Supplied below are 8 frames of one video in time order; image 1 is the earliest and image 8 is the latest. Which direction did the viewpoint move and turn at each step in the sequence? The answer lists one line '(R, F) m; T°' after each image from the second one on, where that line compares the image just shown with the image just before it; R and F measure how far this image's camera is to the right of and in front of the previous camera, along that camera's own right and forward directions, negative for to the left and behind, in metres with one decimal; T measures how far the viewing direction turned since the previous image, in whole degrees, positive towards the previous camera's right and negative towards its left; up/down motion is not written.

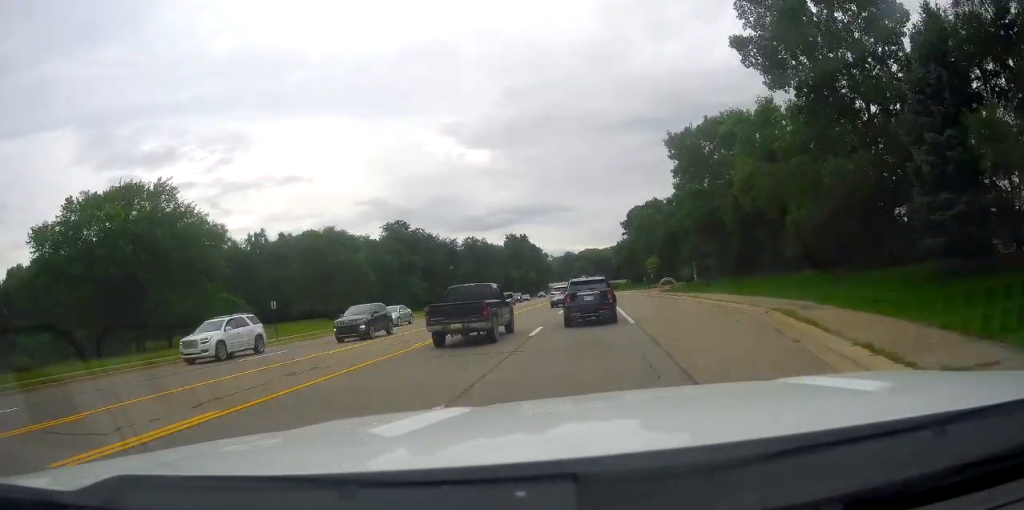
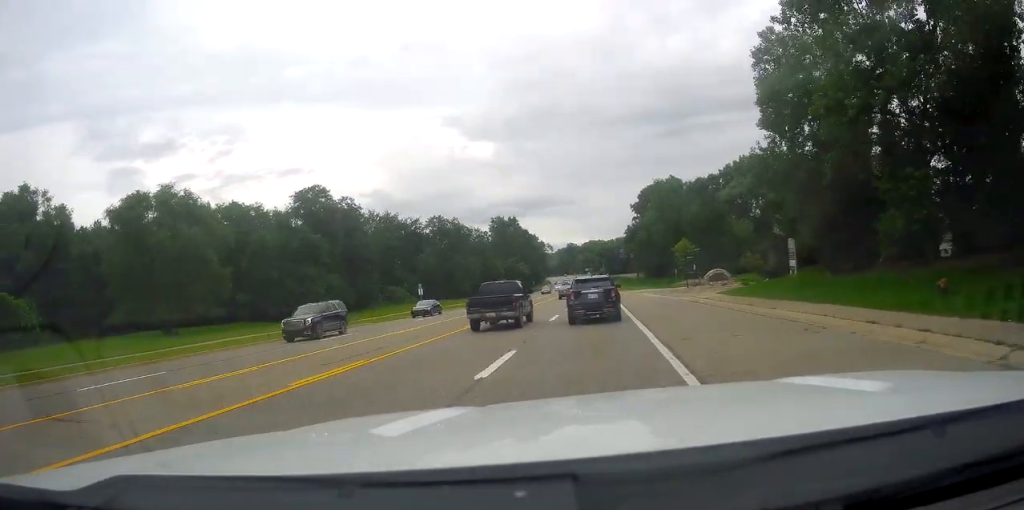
(+0.1, +39.0) m; 0°
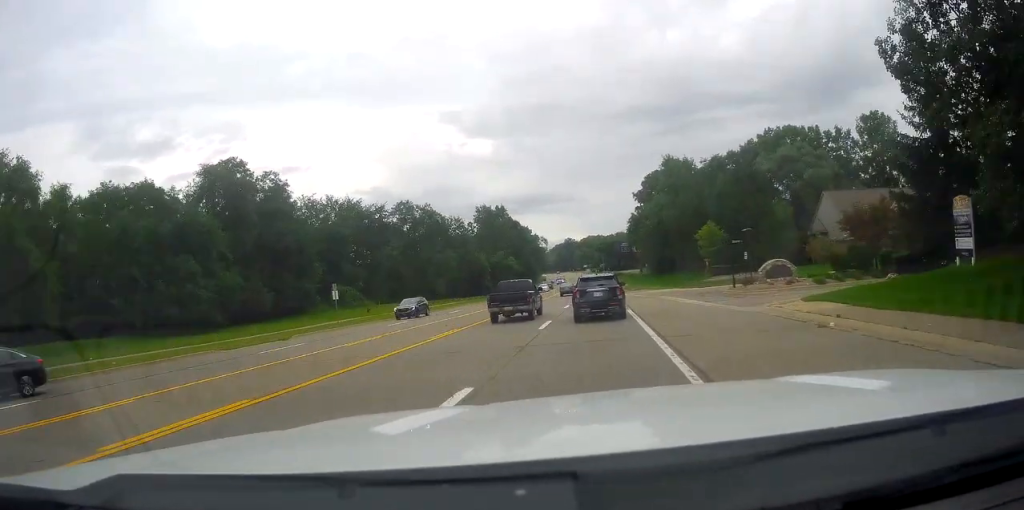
(+0.1, +21.1) m; 0°
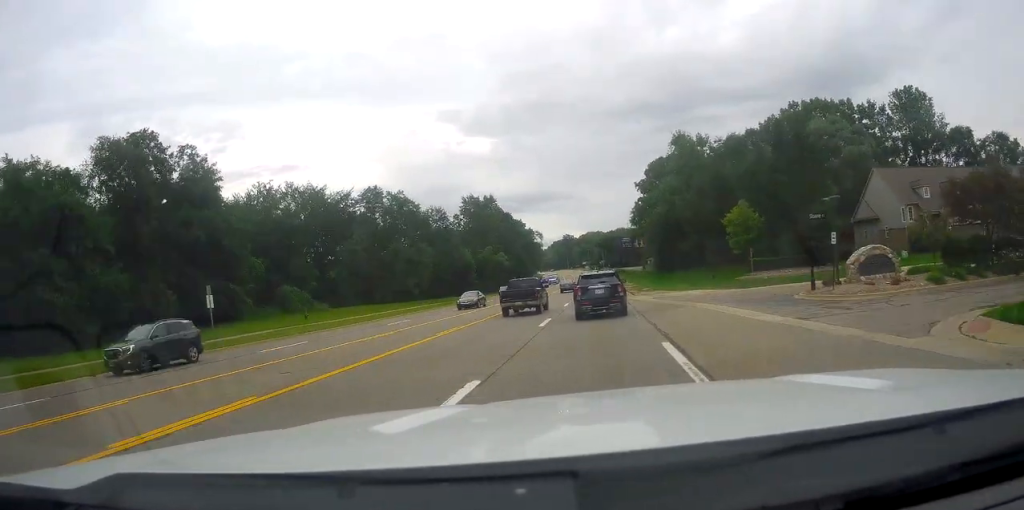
(+0.1, +15.1) m; 0°
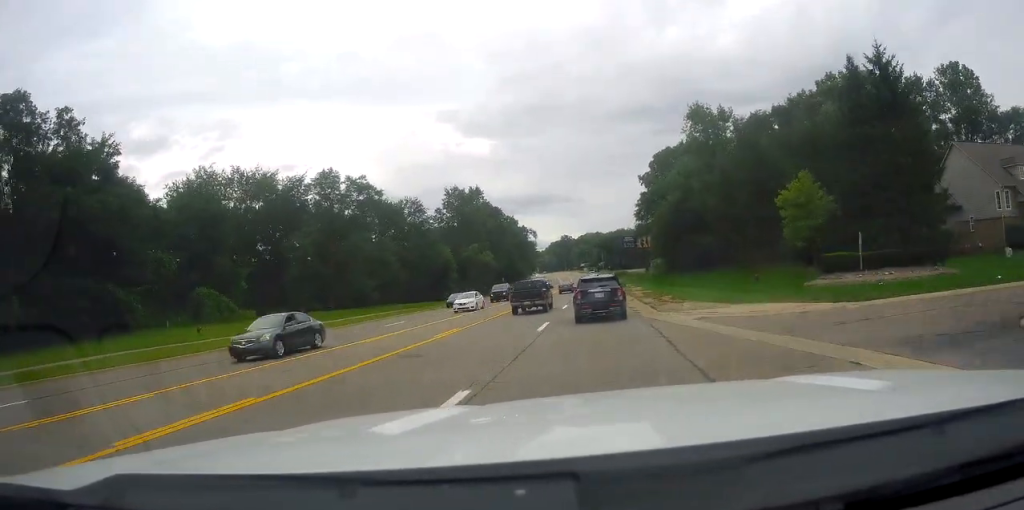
(-0.3, +15.7) m; -1°
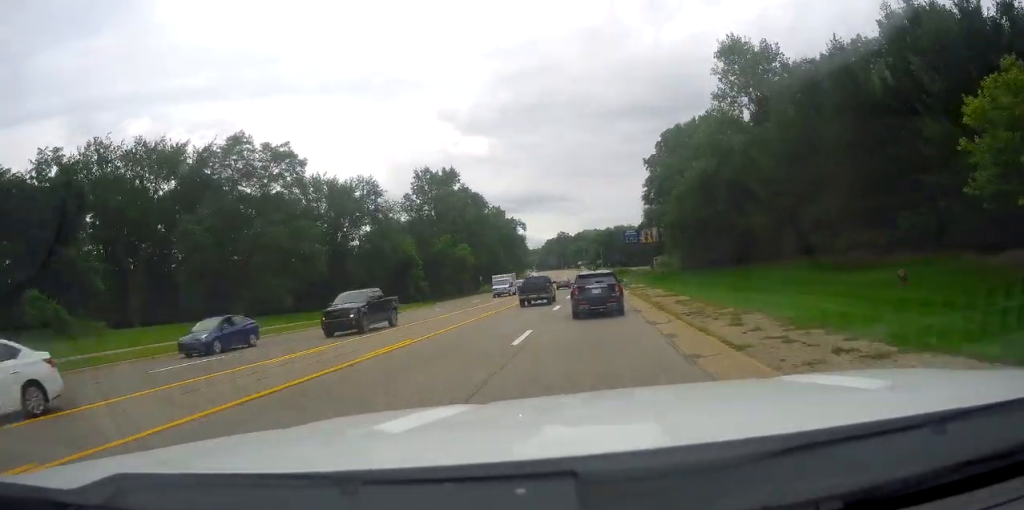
(-0.1, +20.2) m; +1°
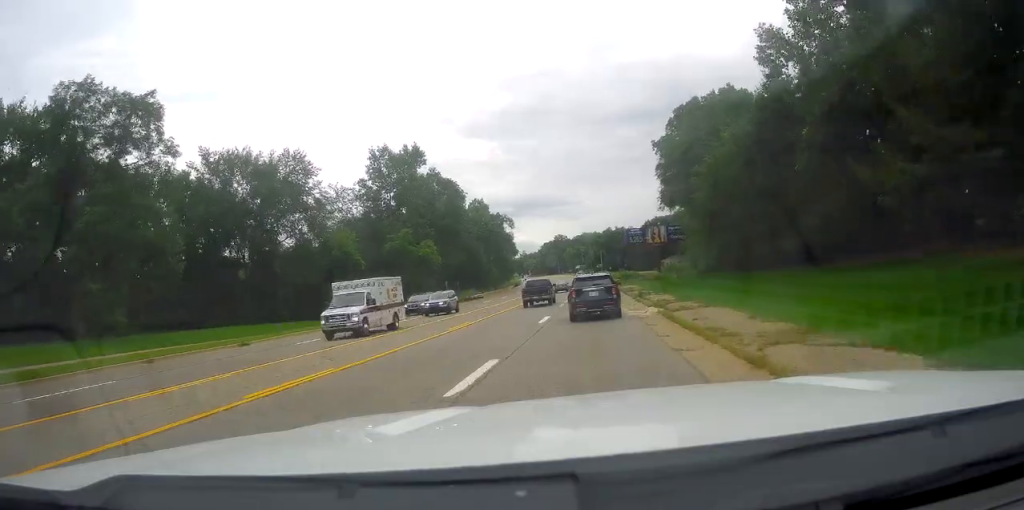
(+0.4, +21.3) m; +1°
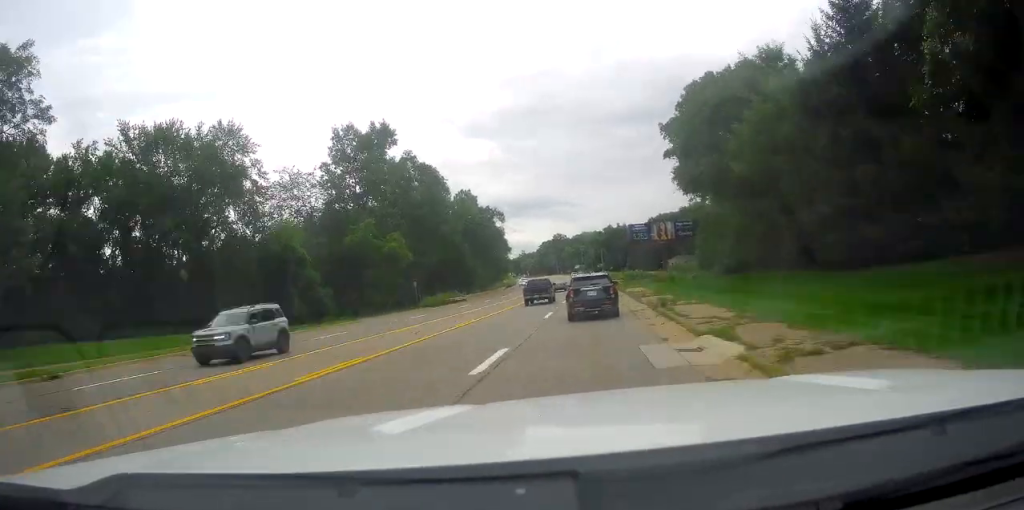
(+0.1, +13.1) m; 0°
